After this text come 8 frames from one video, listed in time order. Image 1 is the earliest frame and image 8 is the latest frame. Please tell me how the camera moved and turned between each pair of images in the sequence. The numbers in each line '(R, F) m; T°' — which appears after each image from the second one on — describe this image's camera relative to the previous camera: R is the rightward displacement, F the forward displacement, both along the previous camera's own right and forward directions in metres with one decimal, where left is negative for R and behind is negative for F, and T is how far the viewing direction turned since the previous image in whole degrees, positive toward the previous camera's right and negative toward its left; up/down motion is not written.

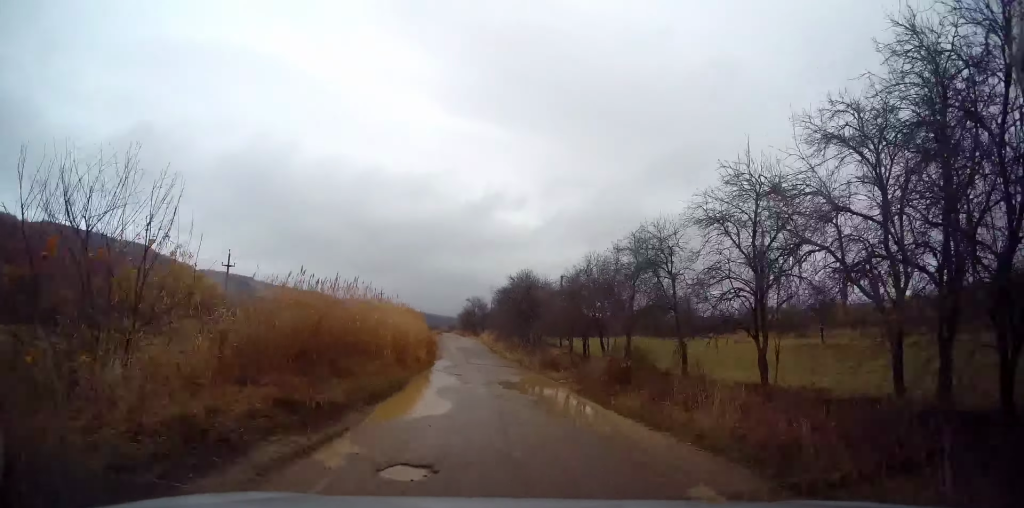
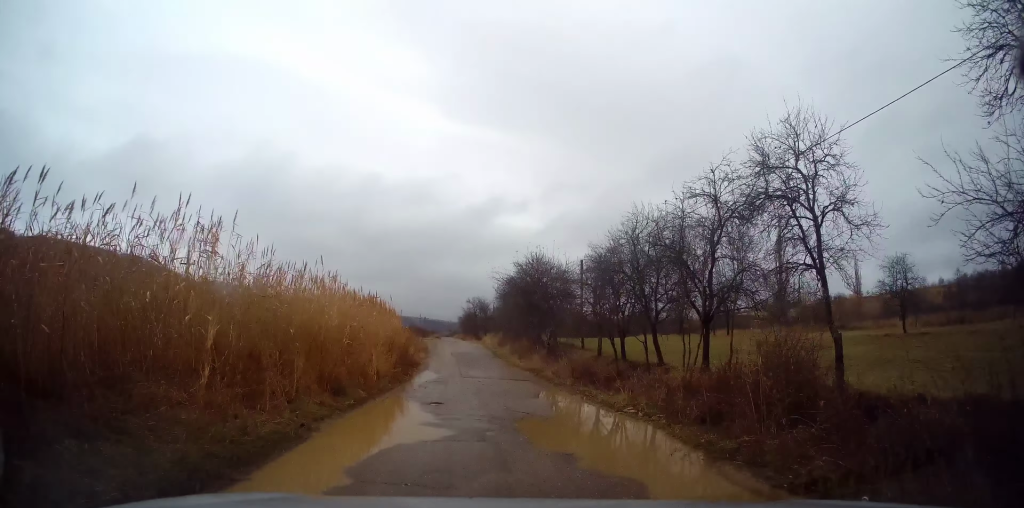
(+0.3, +8.7) m; +1°
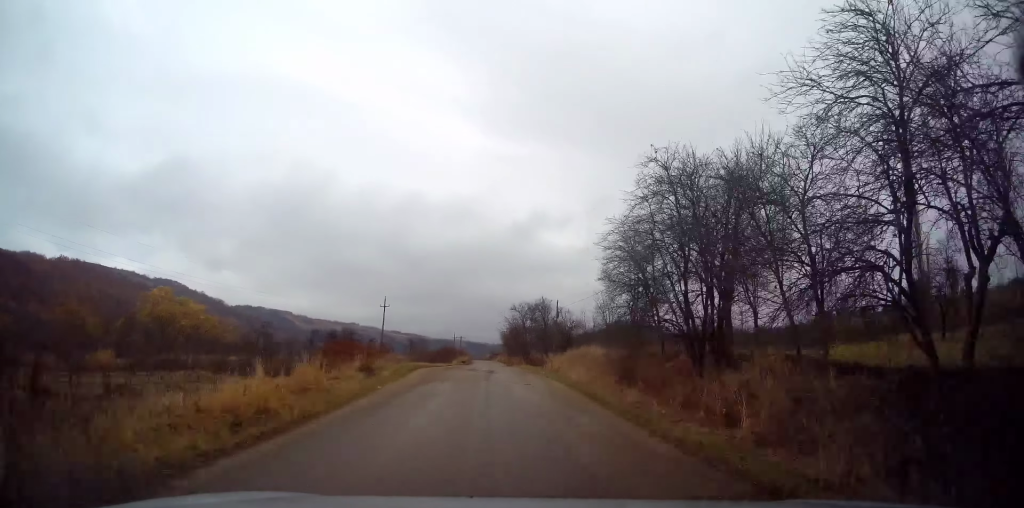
(-2.0, +34.8) m; -6°
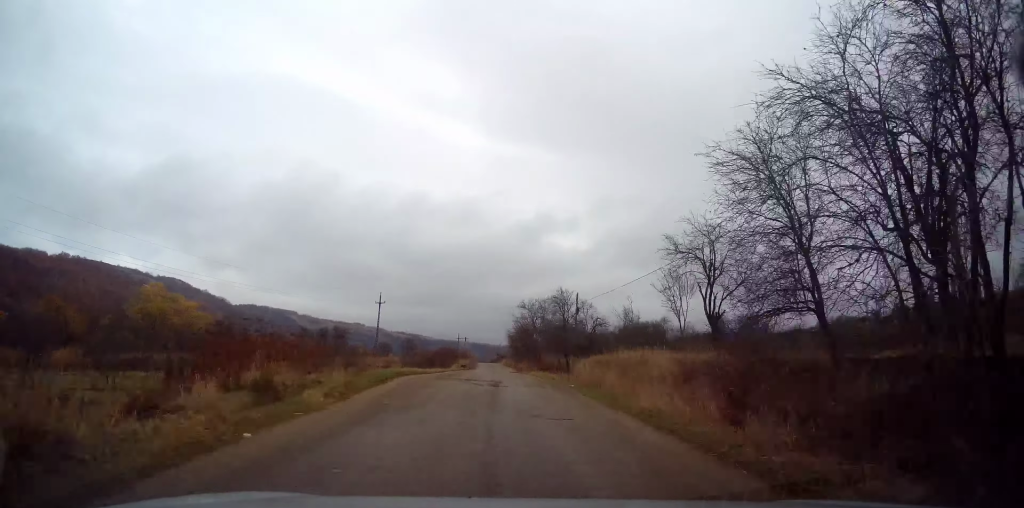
(0.0, +7.9) m; 0°
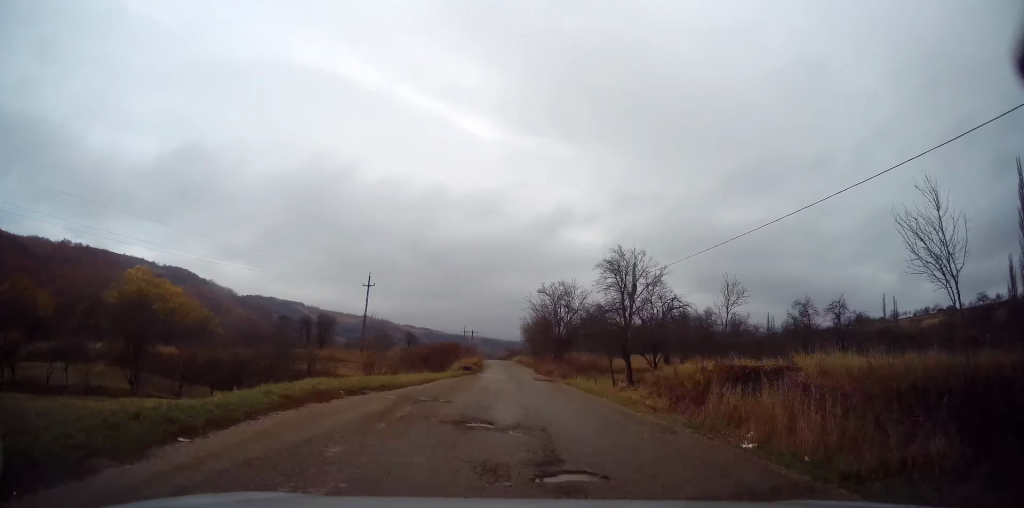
(-0.2, +14.0) m; 0°
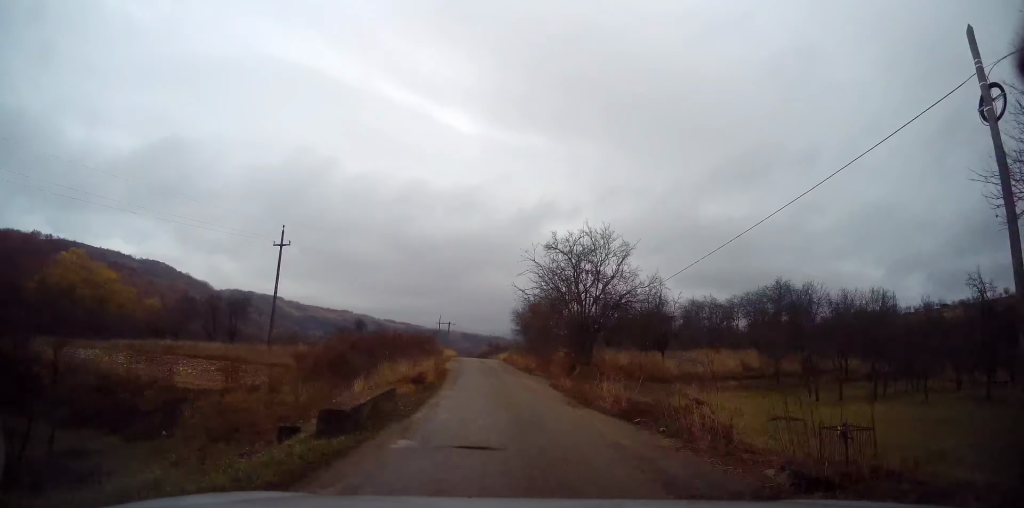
(+0.7, +24.7) m; +3°
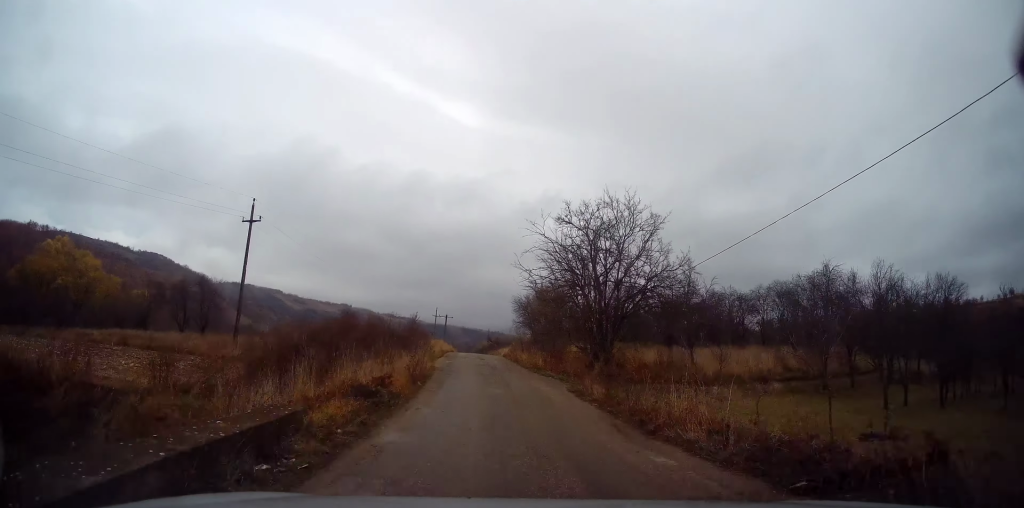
(+0.2, +6.0) m; 0°
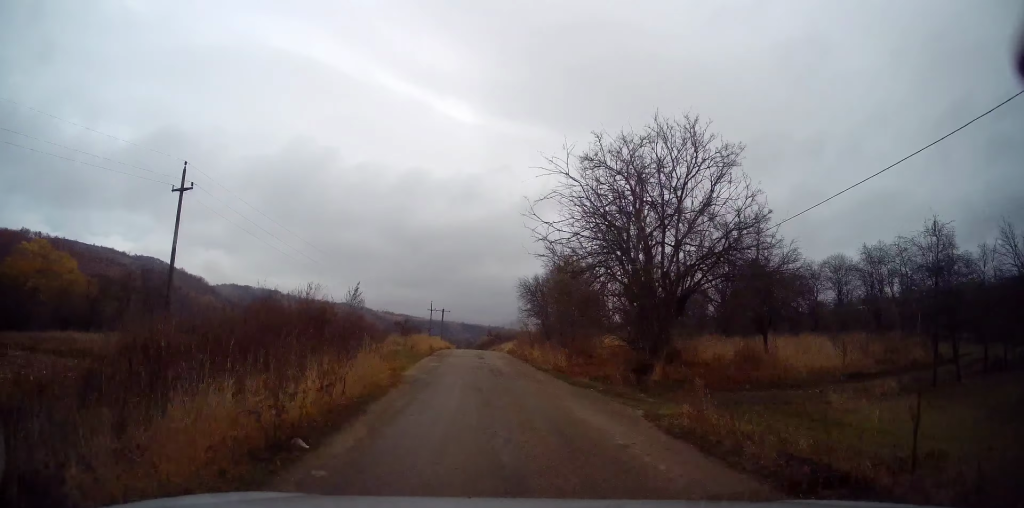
(-0.2, +9.3) m; -2°
